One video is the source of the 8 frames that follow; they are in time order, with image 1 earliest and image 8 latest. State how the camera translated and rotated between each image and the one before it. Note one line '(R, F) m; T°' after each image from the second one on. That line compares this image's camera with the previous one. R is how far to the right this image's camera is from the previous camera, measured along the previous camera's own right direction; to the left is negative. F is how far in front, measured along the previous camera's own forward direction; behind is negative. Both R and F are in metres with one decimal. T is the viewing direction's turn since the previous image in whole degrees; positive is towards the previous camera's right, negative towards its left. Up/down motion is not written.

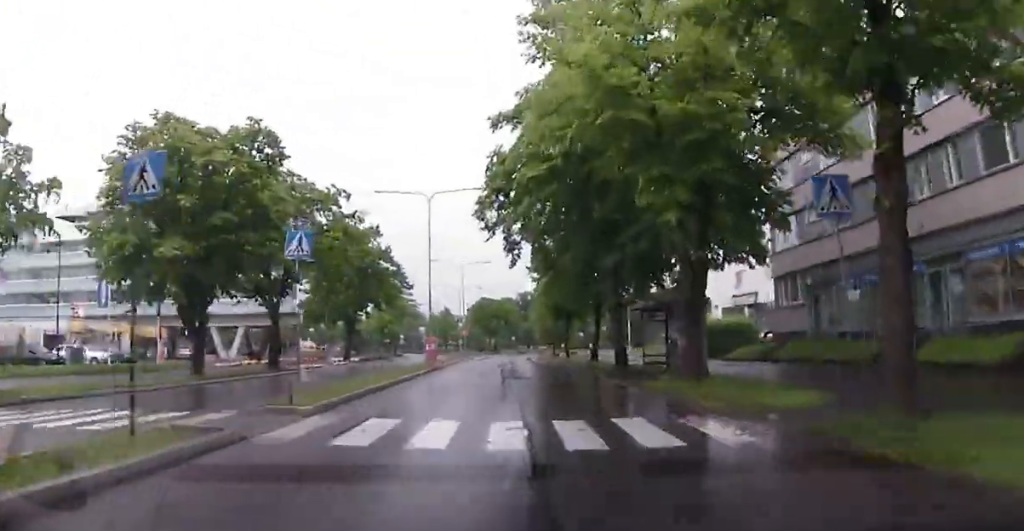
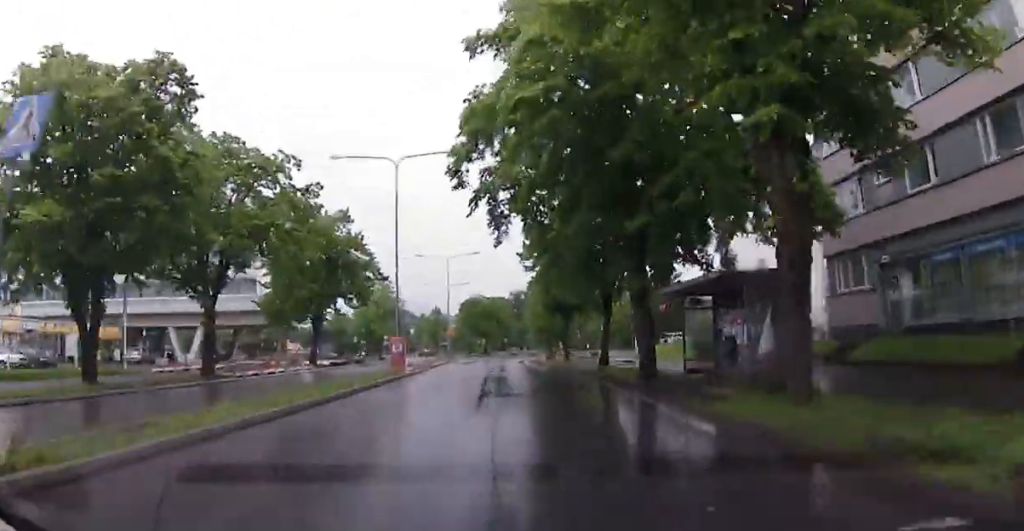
(0.0, +8.0) m; 0°
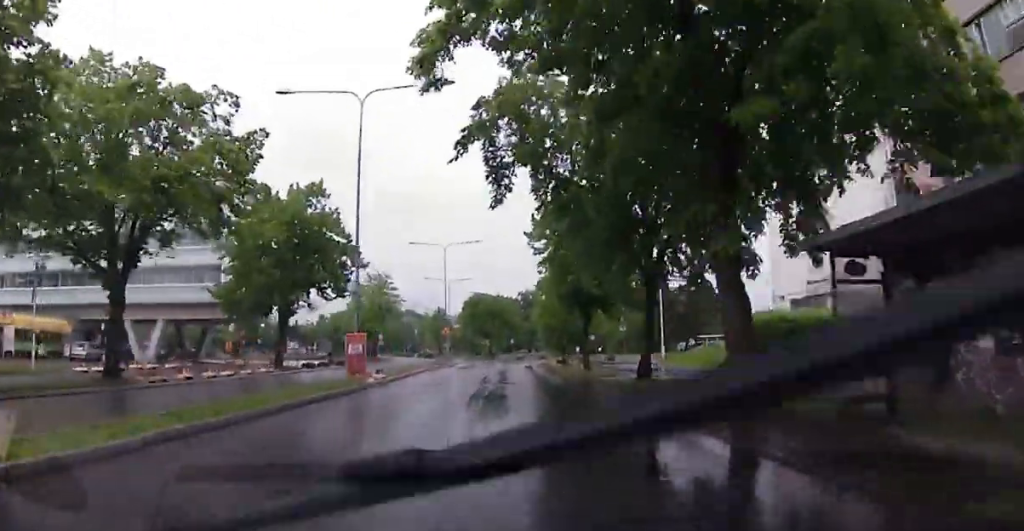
(0.0, +9.0) m; -2°
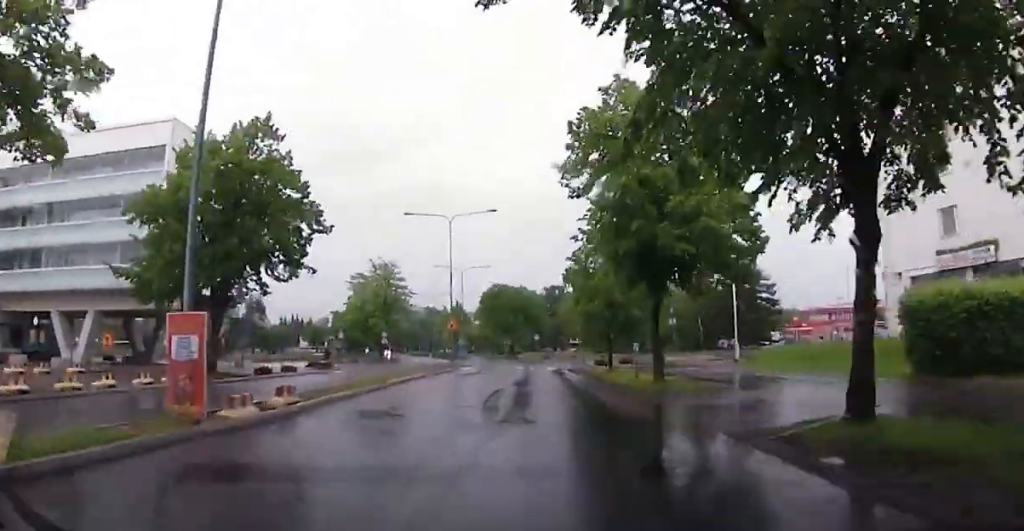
(-0.5, +13.2) m; -1°
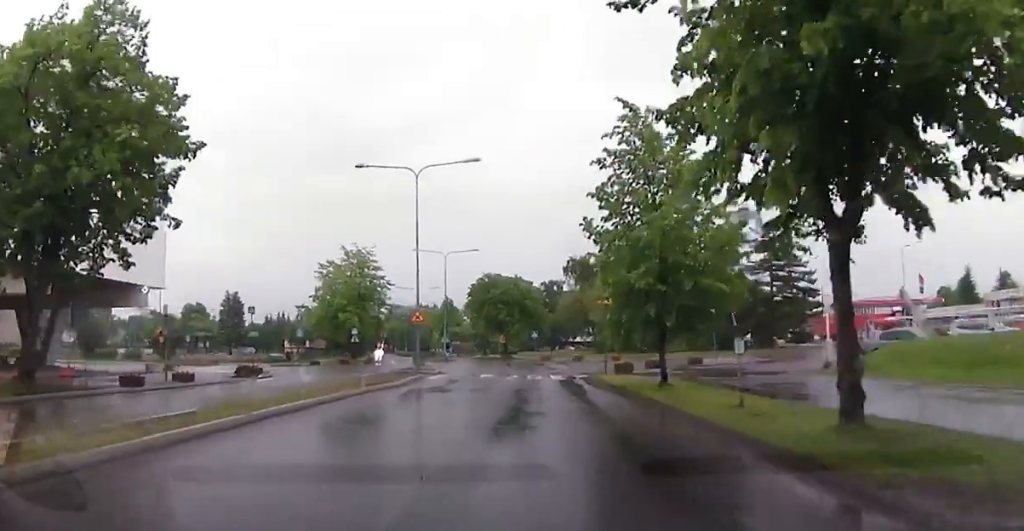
(+0.5, +13.0) m; 0°
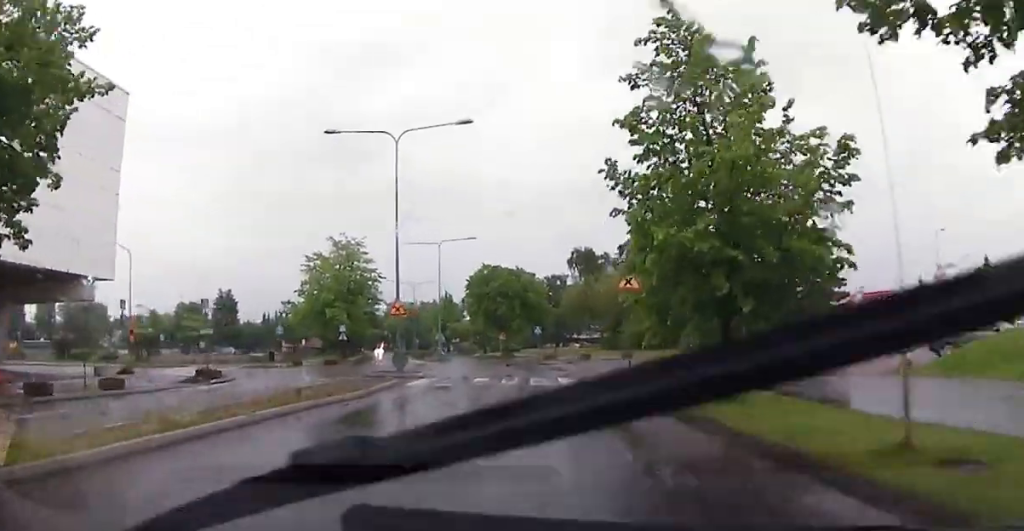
(-0.3, +5.6) m; 0°
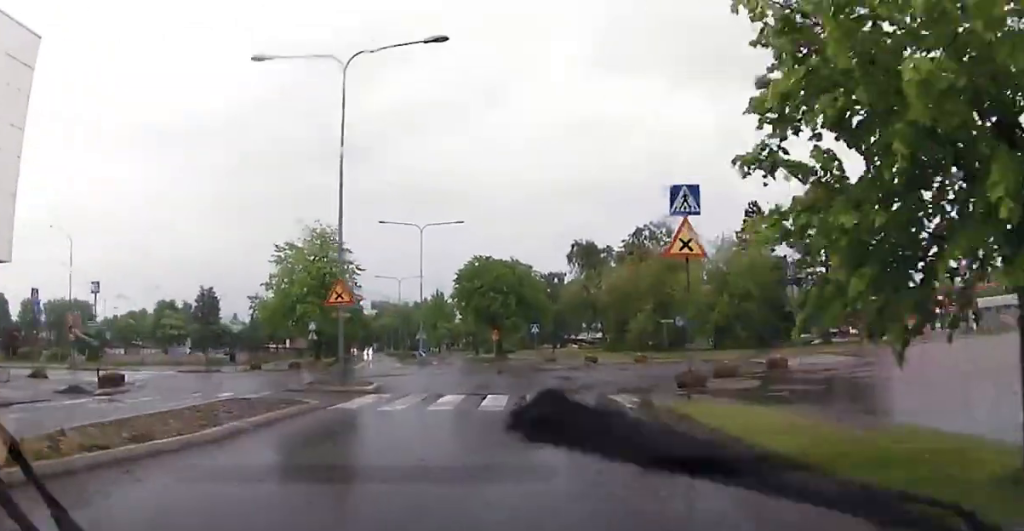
(0.0, +8.4) m; +2°
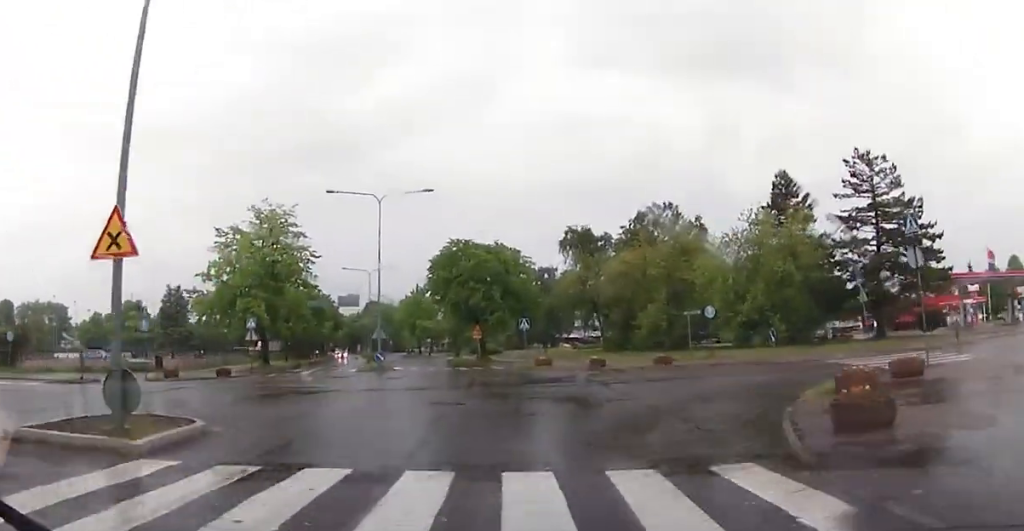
(+0.5, +11.5) m; +4°
